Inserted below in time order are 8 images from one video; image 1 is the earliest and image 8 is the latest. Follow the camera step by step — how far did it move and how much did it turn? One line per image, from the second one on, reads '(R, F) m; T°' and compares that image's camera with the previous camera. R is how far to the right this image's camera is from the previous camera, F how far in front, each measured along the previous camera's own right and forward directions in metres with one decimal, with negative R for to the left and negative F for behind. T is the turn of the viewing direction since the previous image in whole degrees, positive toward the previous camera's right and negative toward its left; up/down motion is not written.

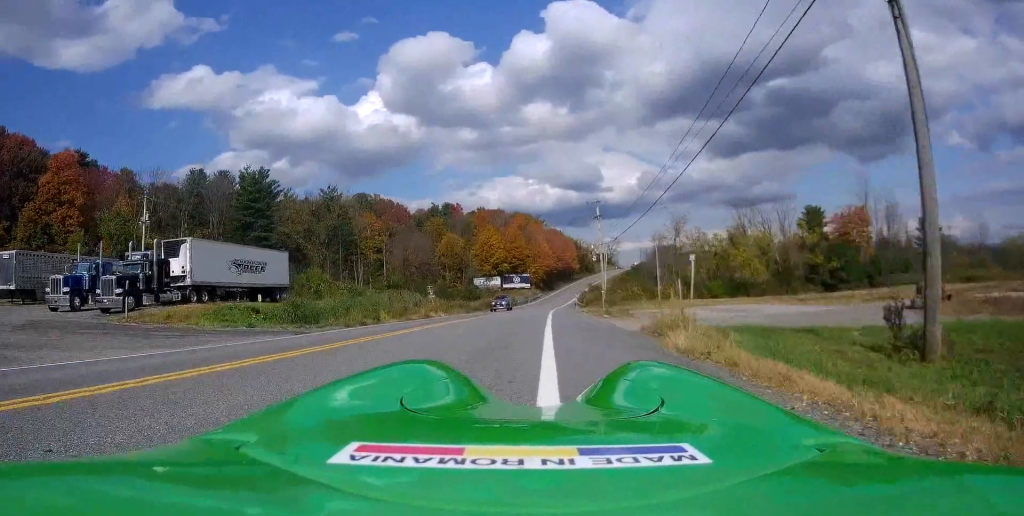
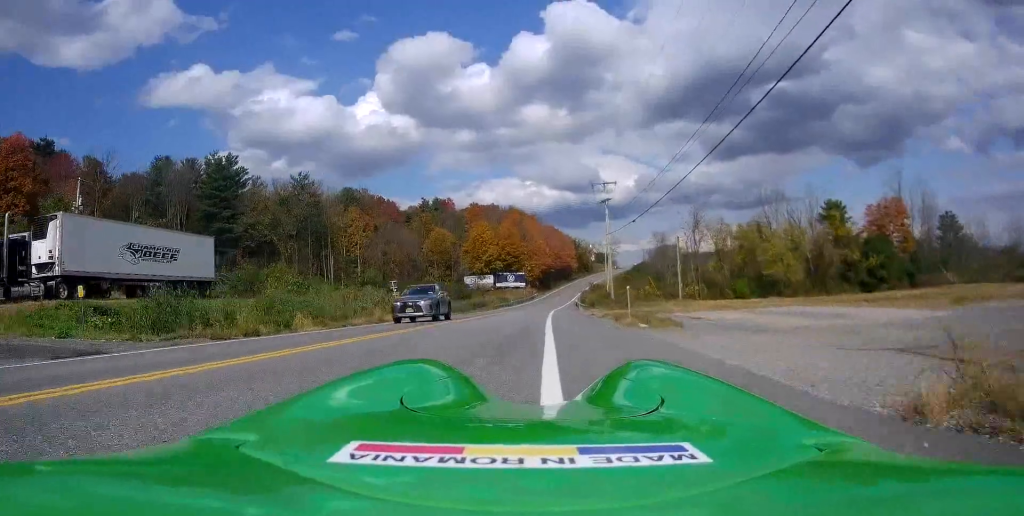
(+0.2, +11.1) m; 0°
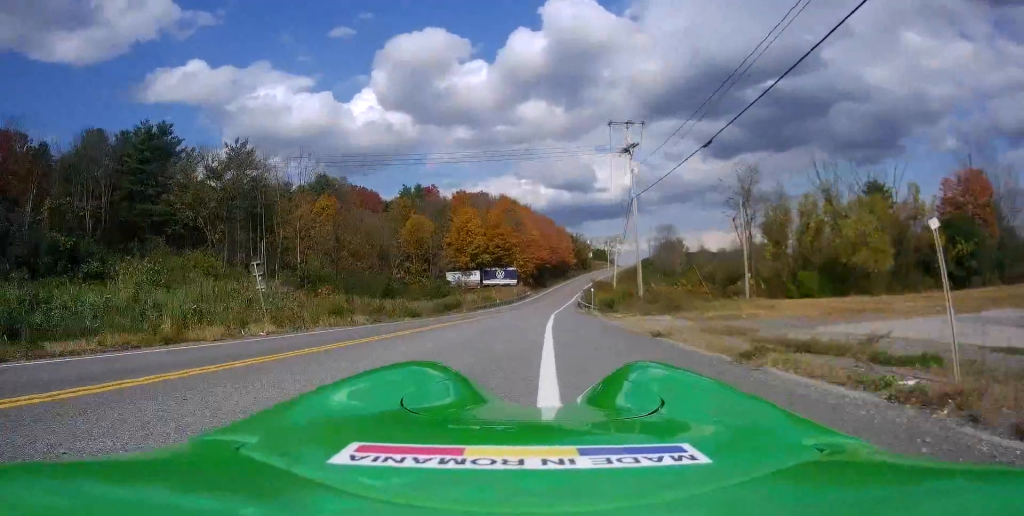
(-0.2, +18.8) m; -2°
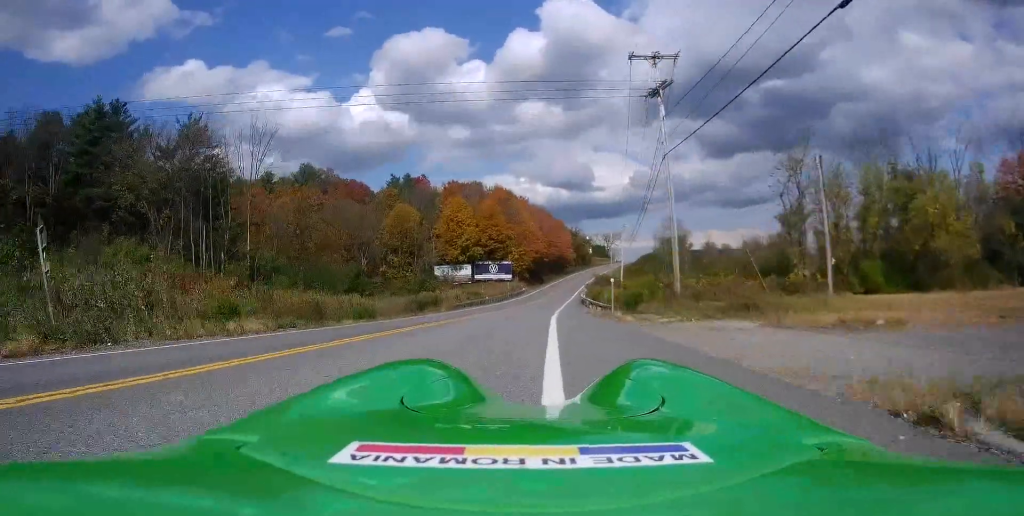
(-0.2, +10.8) m; 0°
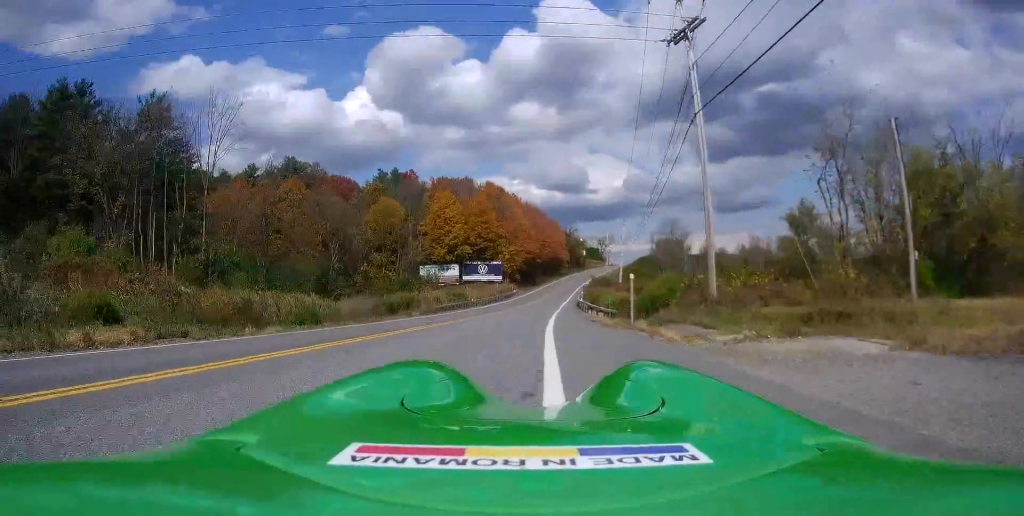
(0.0, +6.6) m; +1°
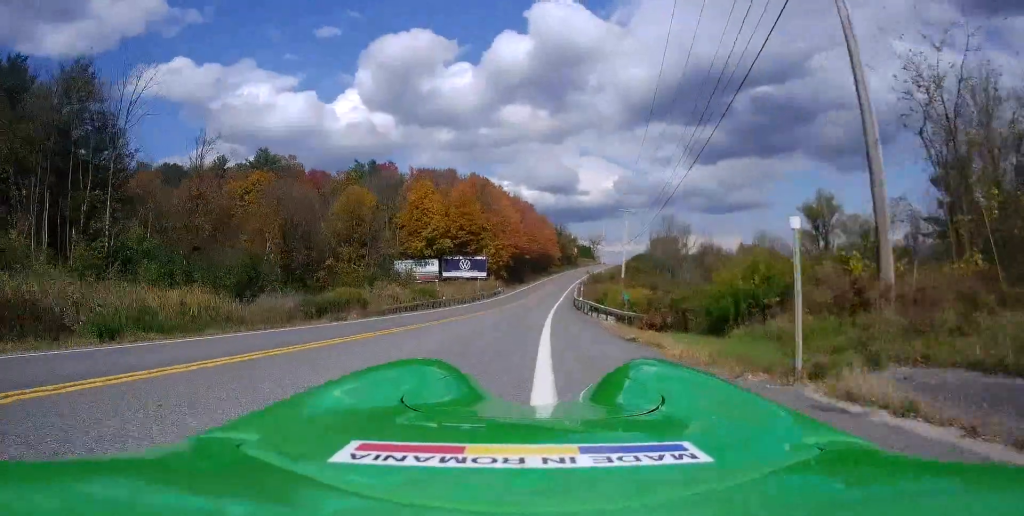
(+0.2, +11.1) m; +2°
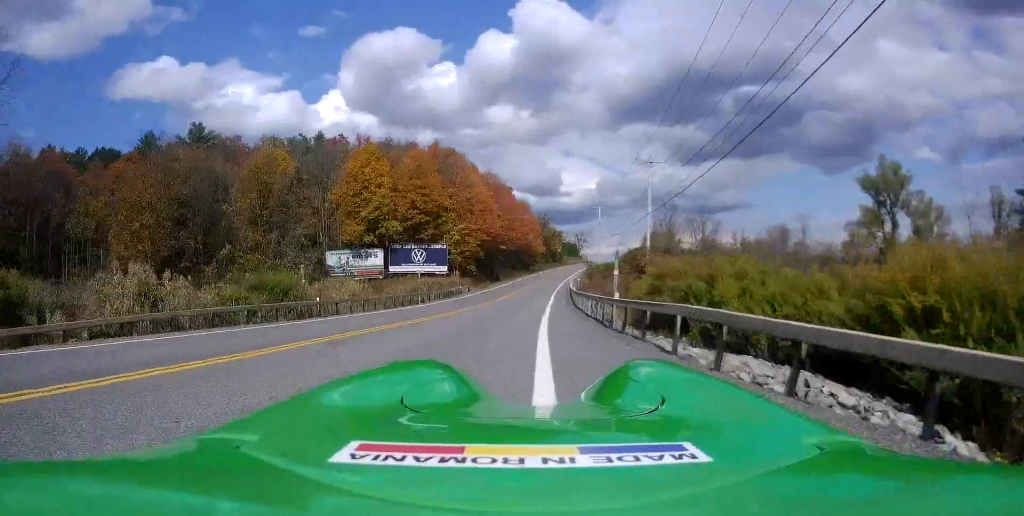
(+0.3, +24.1) m; 0°
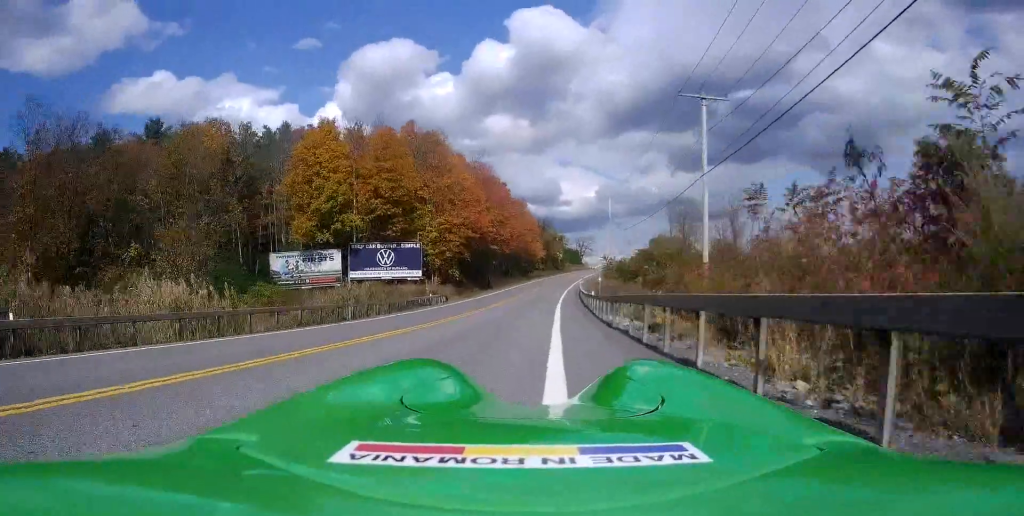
(0.0, +15.0) m; +1°
